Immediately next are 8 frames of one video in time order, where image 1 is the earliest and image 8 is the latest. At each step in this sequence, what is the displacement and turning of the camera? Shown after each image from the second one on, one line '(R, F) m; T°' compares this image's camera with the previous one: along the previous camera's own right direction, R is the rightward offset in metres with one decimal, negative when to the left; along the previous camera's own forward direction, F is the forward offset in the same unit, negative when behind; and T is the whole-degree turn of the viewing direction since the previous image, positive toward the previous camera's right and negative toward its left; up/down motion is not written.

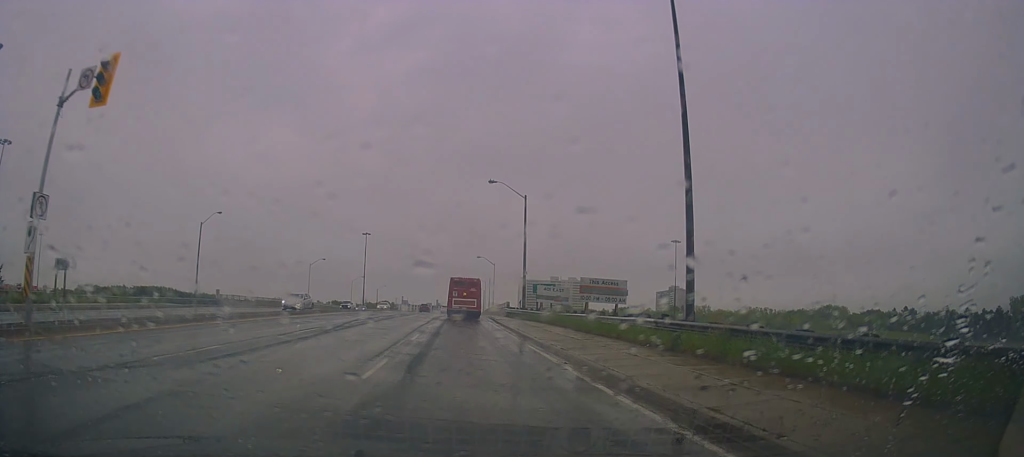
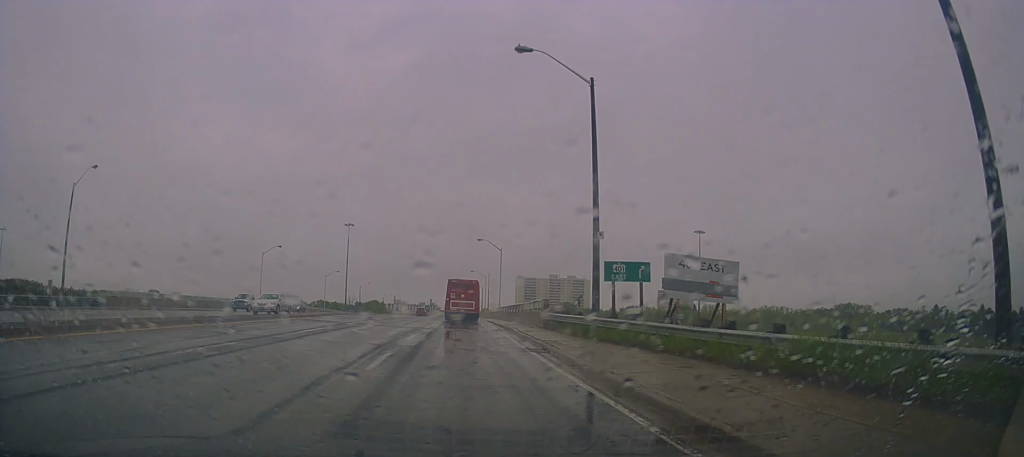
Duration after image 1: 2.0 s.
(+0.3, +26.6) m; +2°
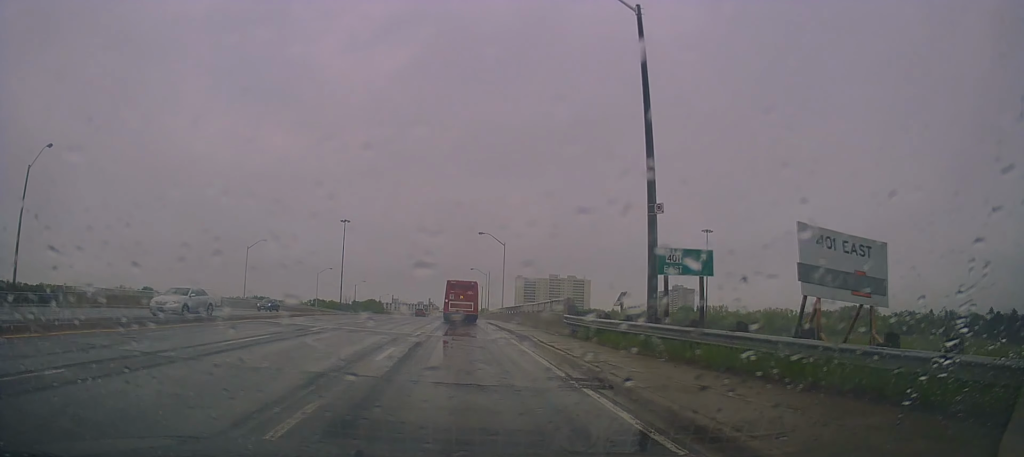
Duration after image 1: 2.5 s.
(+0.2, +6.3) m; +1°
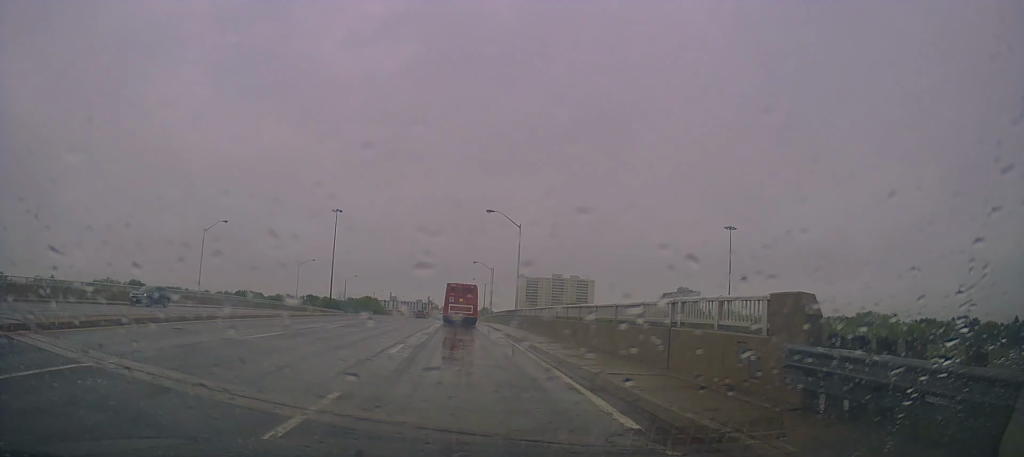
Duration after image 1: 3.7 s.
(+0.2, +15.8) m; -1°
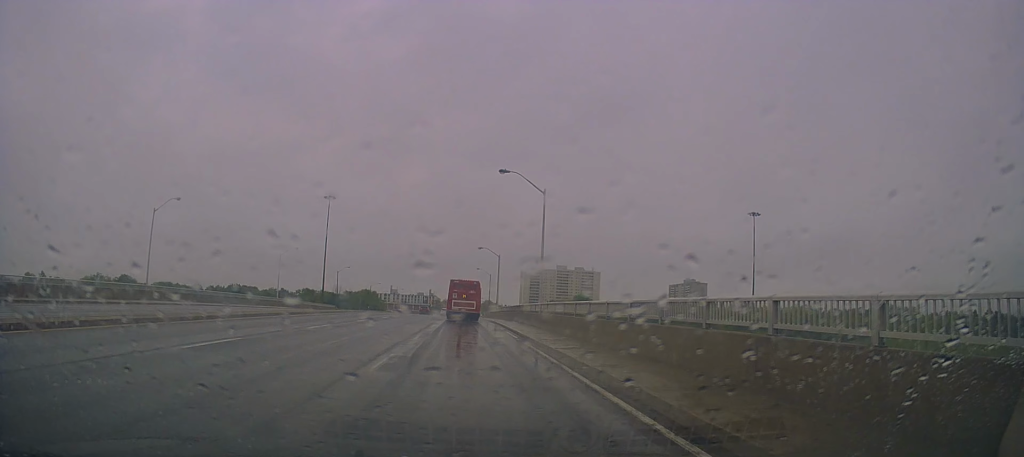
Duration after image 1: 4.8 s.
(-0.3, +13.5) m; 0°
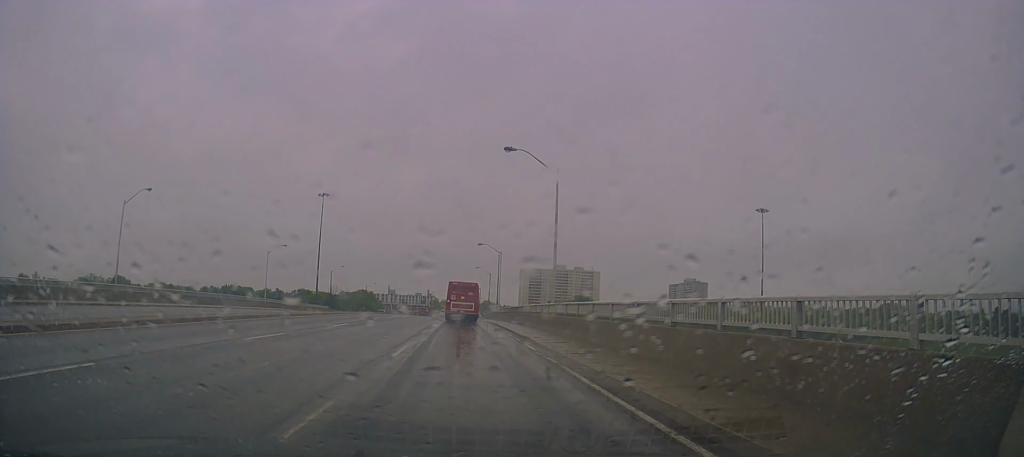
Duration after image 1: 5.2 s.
(0.0, +5.3) m; 0°
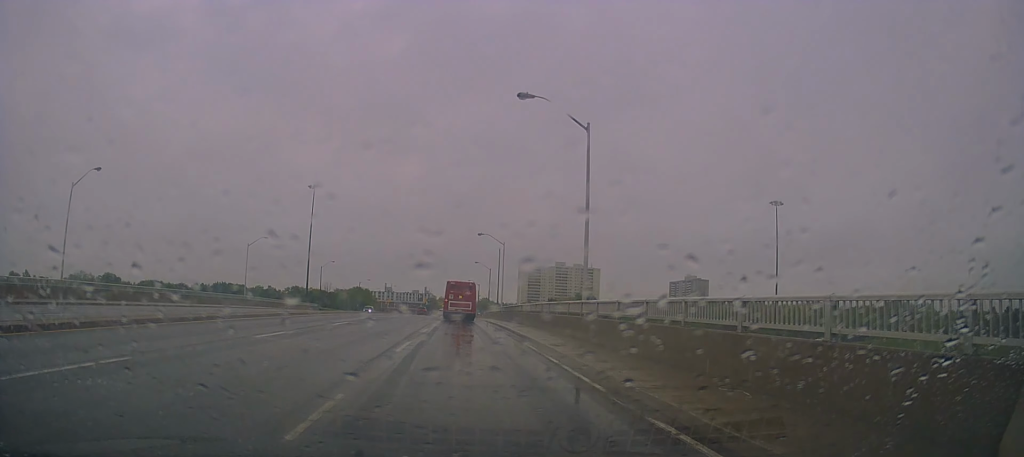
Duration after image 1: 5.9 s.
(+0.3, +8.3) m; 0°
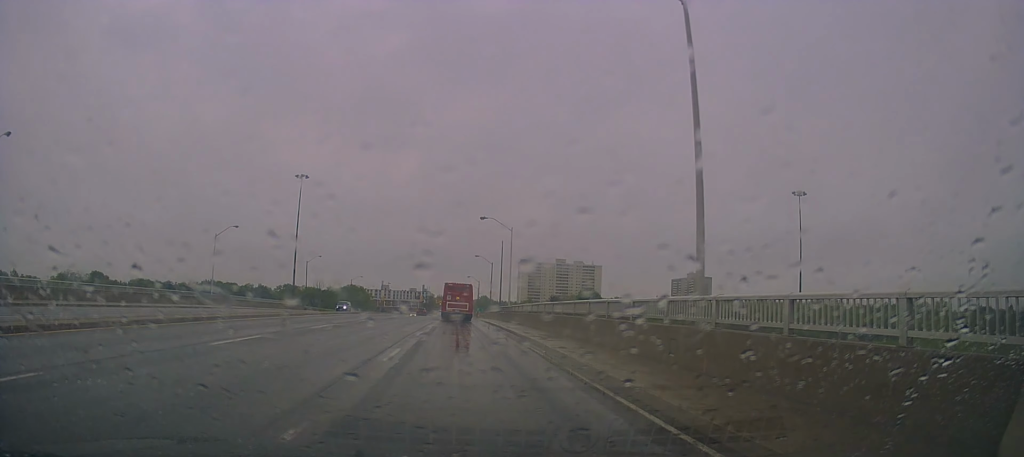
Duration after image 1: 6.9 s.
(-0.2, +11.8) m; 0°
